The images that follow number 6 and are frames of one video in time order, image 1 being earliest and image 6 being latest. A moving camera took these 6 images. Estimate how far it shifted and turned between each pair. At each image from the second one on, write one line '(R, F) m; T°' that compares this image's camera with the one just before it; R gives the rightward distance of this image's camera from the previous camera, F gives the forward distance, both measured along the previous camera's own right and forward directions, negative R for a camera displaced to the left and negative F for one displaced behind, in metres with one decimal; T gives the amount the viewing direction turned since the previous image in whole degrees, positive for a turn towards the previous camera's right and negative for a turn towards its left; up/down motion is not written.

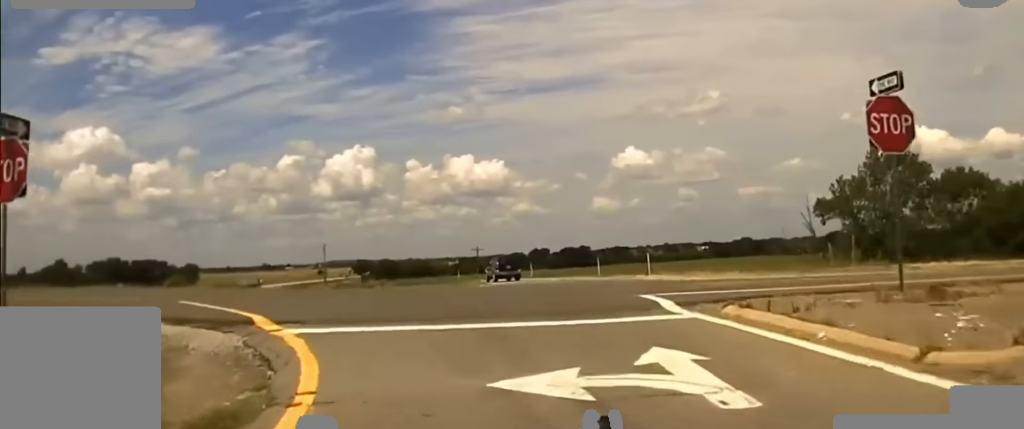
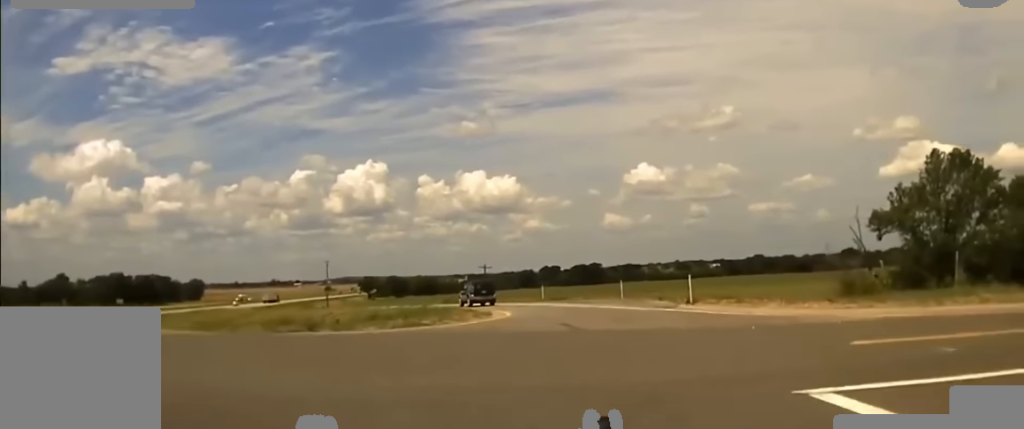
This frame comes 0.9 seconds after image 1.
(+0.4, +8.8) m; +9°
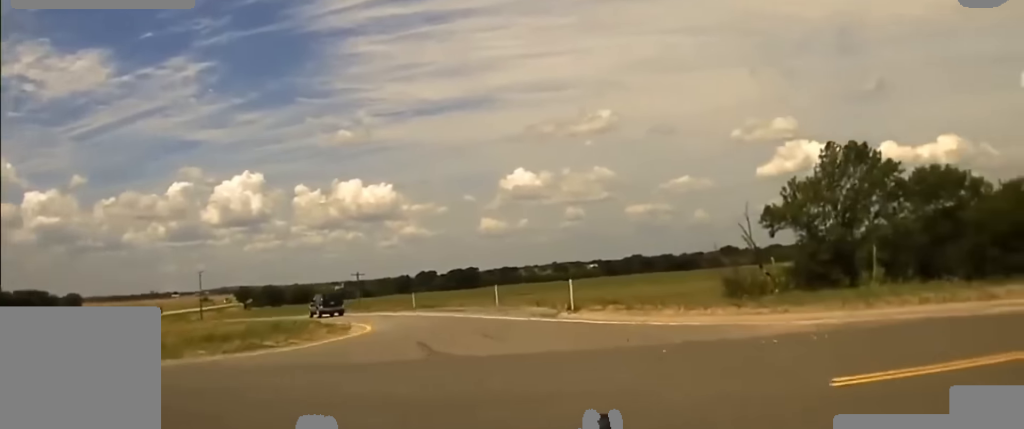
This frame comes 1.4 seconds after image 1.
(+0.3, +3.7) m; +6°
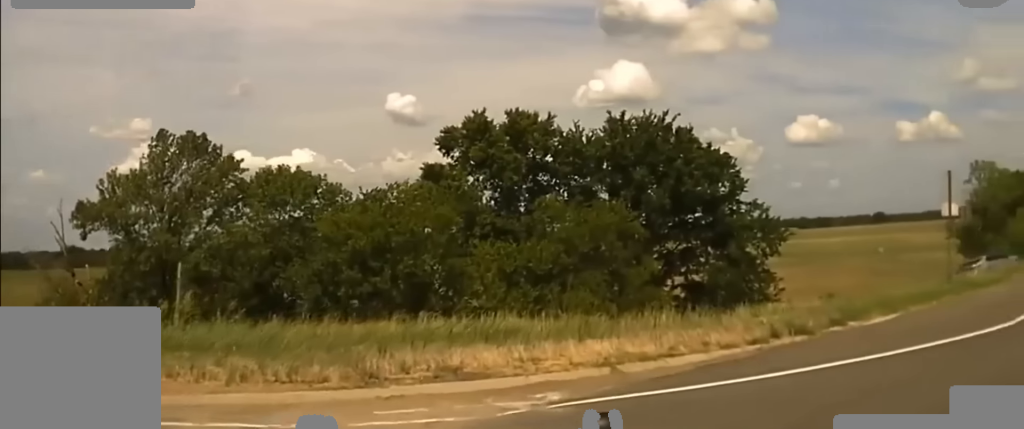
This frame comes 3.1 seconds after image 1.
(+2.0, +10.4) m; +35°
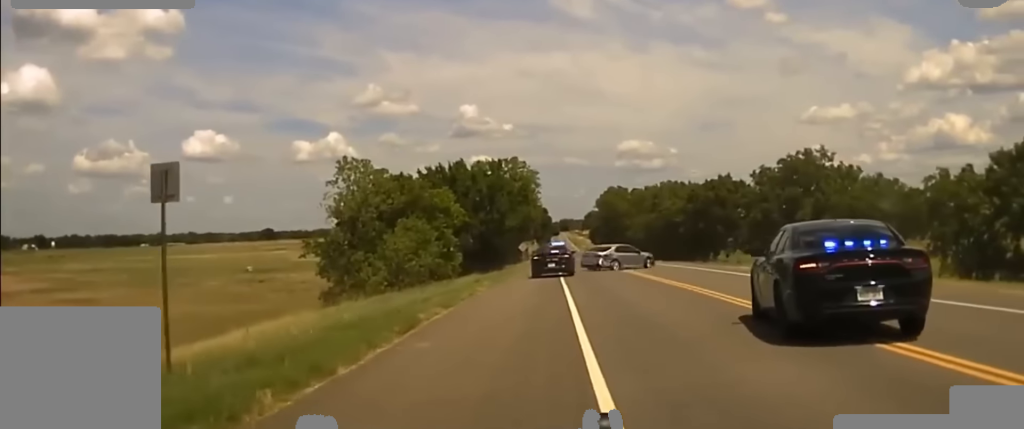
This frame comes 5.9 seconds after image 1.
(+10.3, +21.3) m; +30°
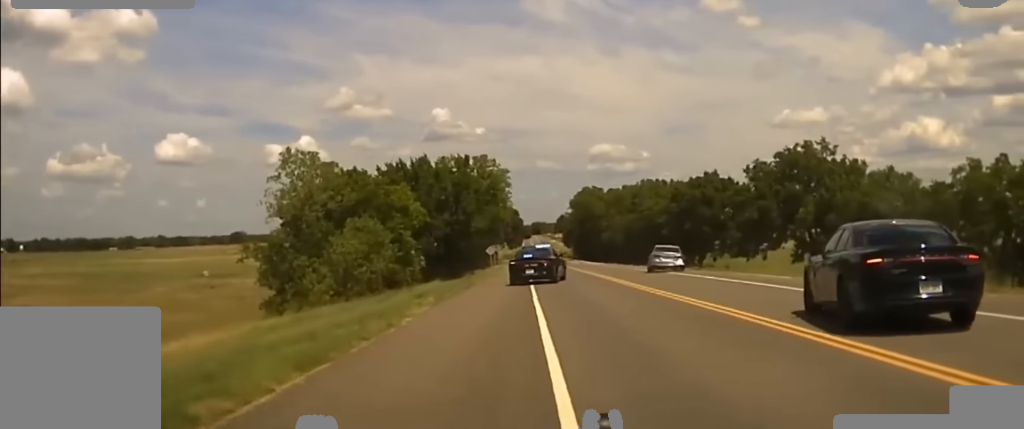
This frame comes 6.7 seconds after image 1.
(0.0, +8.4) m; 0°
